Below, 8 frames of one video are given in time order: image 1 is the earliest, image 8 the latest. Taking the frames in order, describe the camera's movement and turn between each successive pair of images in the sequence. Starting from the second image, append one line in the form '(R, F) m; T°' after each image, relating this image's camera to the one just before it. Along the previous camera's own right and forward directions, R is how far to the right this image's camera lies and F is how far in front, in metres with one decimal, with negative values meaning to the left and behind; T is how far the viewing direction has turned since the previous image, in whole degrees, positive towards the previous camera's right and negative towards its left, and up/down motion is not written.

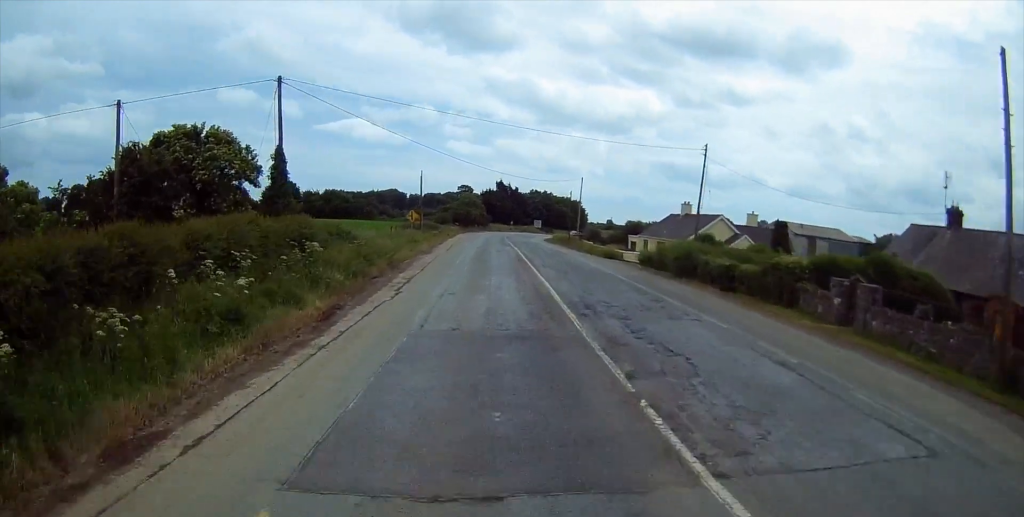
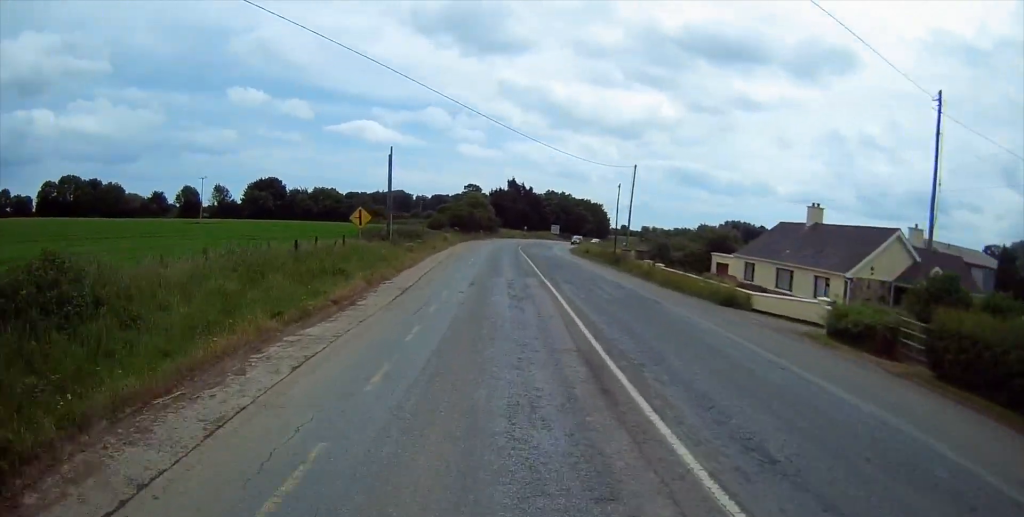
(-1.1, +26.5) m; -2°
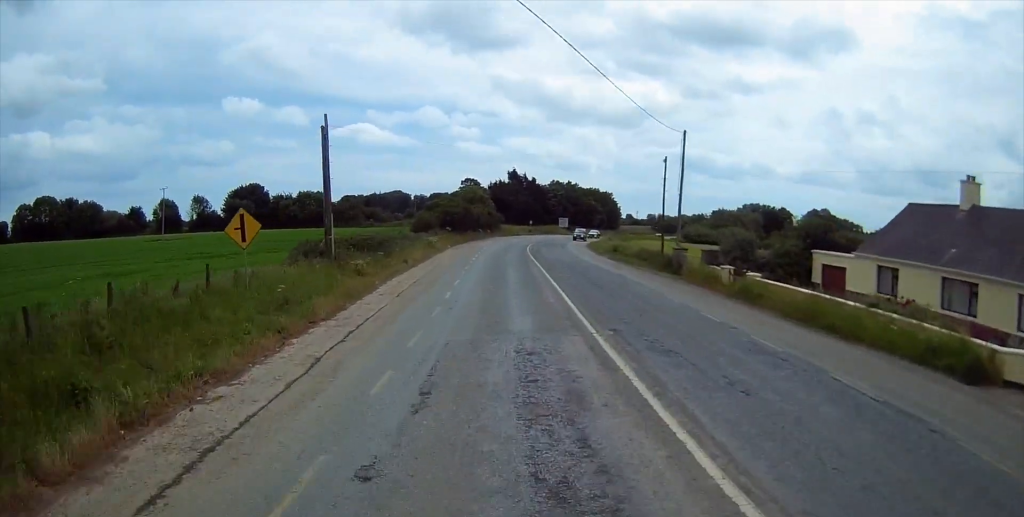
(+0.3, +16.2) m; 0°
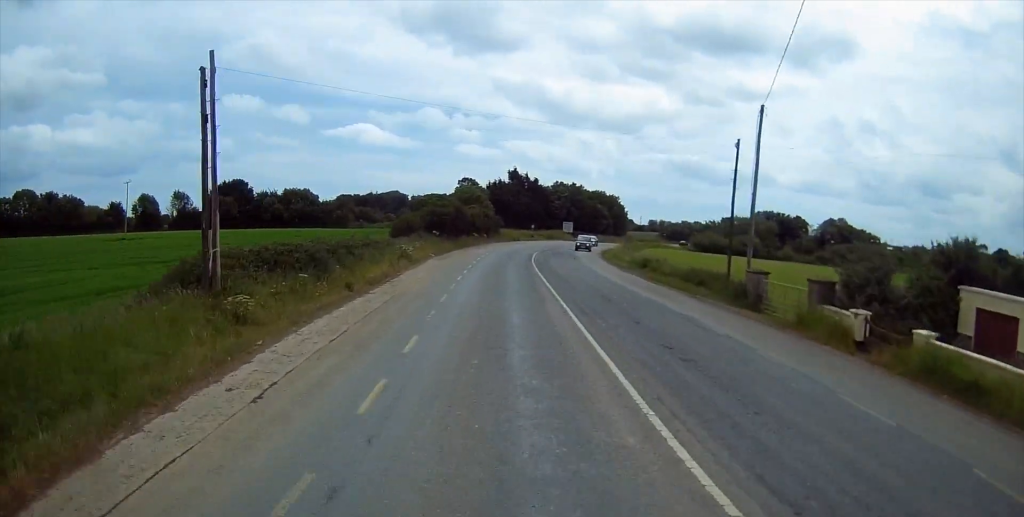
(0.0, +12.6) m; 0°
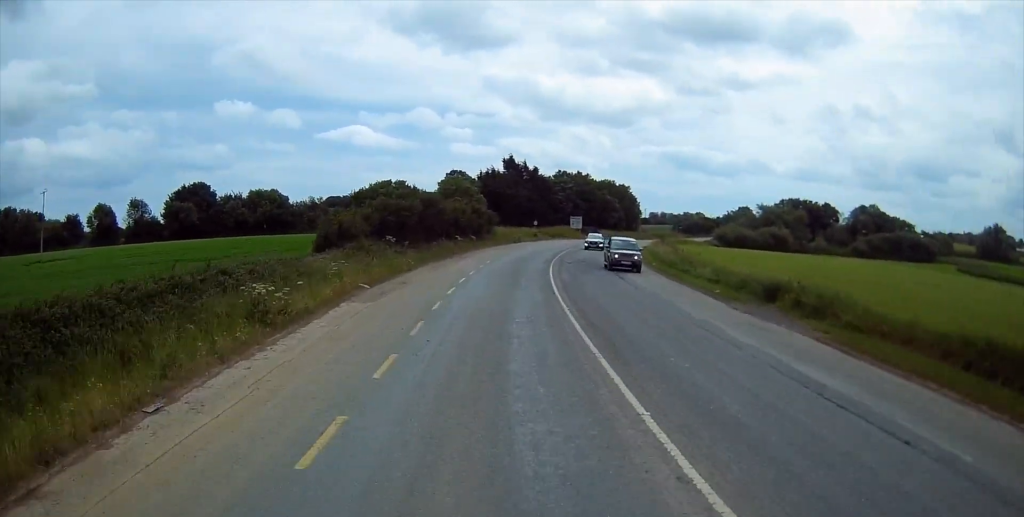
(-0.1, +22.2) m; 0°
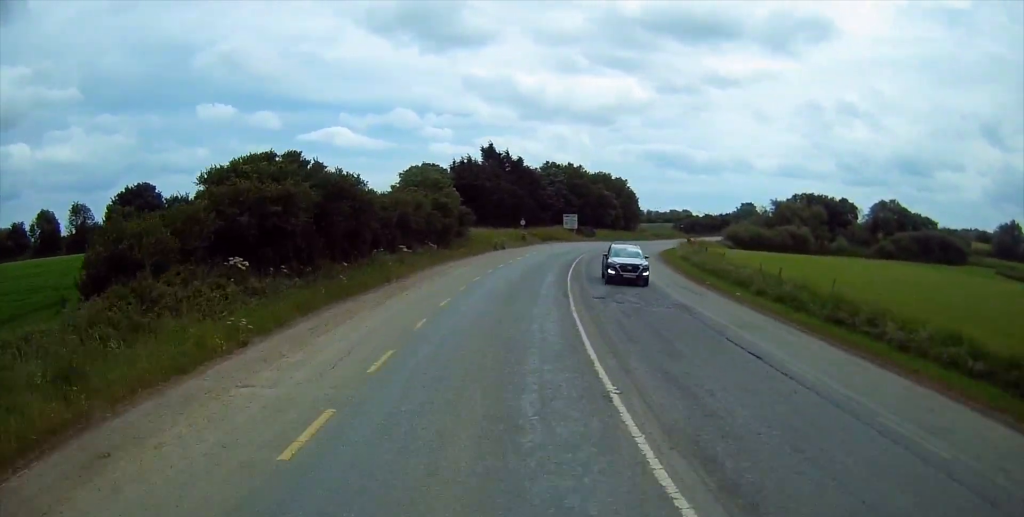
(+0.1, +19.9) m; 0°
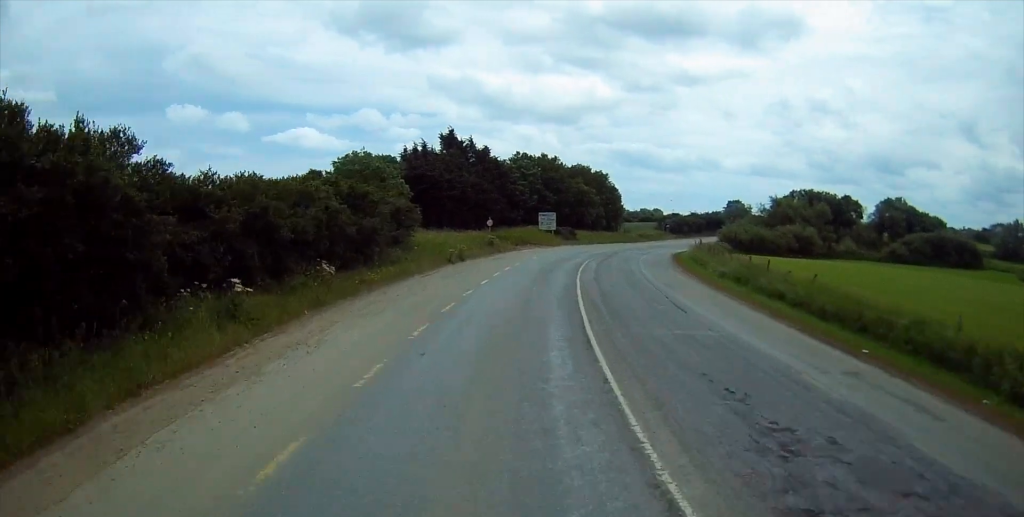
(-0.2, +17.0) m; +1°
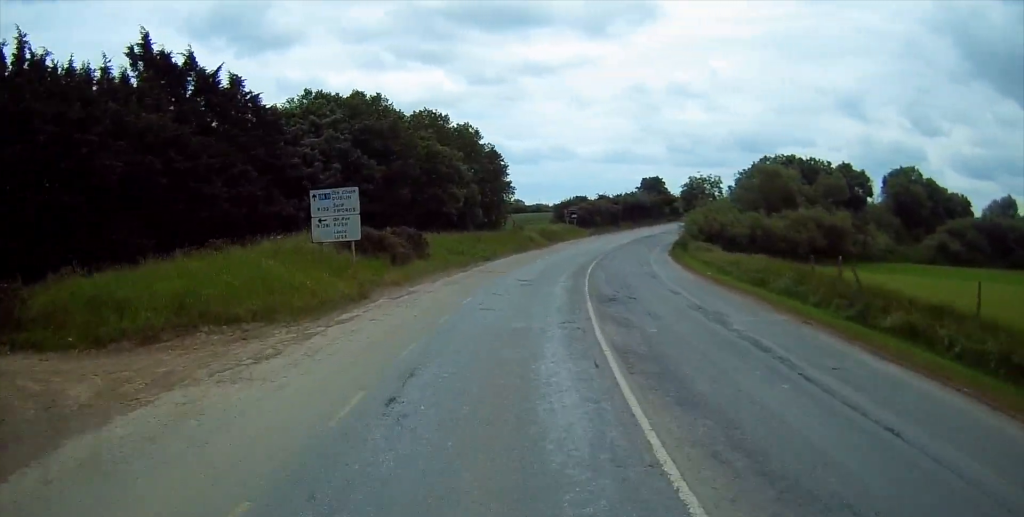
(+4.0, +53.5) m; +10°
